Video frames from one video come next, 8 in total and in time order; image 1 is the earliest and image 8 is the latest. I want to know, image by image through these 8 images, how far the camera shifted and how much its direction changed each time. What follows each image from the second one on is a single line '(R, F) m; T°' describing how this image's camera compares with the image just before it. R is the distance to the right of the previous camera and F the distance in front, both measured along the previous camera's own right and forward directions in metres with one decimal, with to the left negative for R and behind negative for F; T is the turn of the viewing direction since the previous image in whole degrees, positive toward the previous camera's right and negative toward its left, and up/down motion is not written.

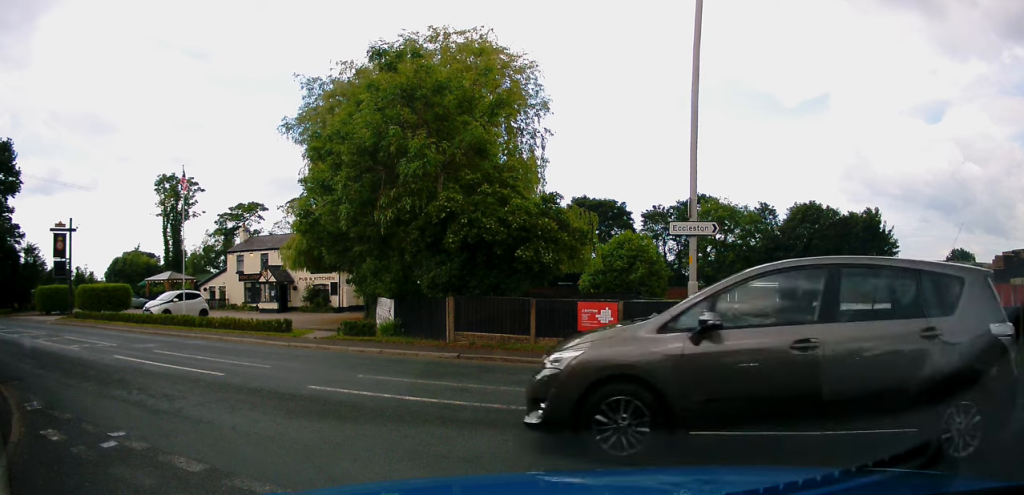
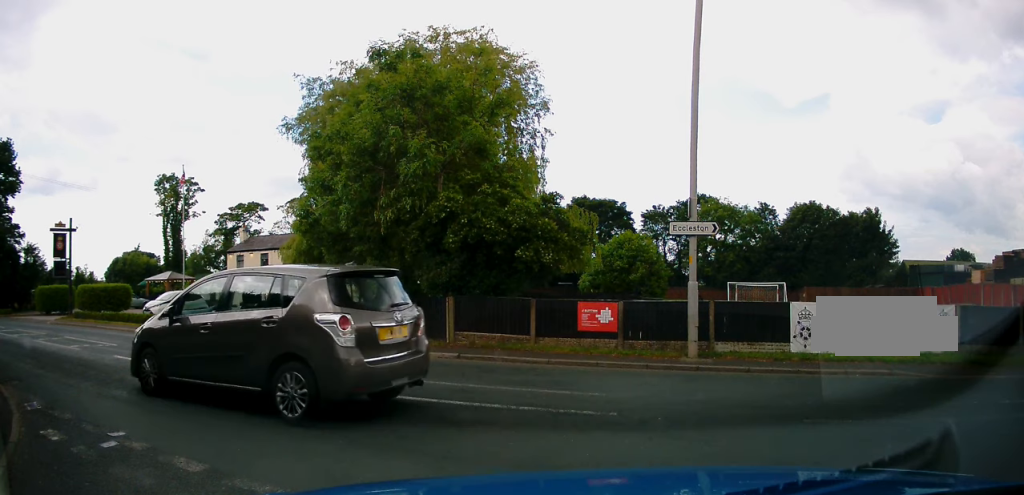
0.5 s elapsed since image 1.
(0.0, 0.0) m; 0°
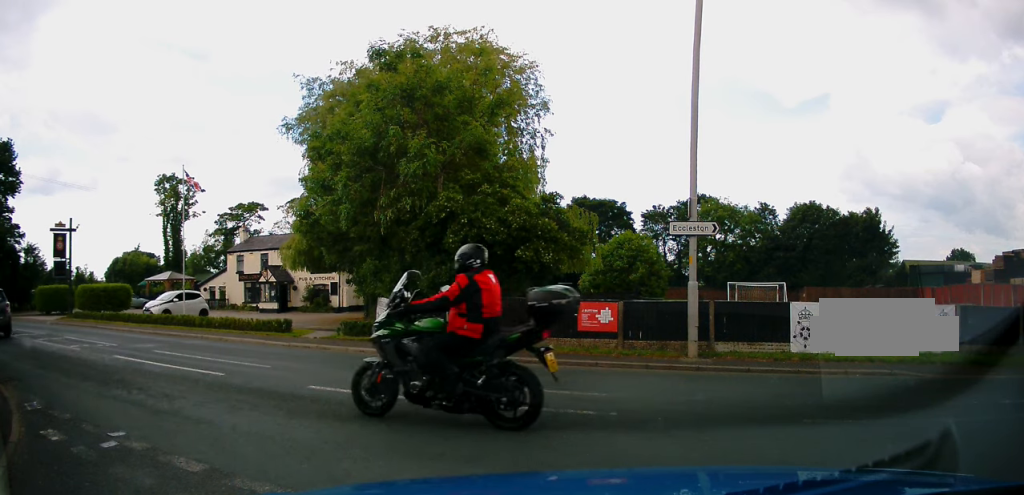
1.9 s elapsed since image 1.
(0.0, 0.0) m; 0°
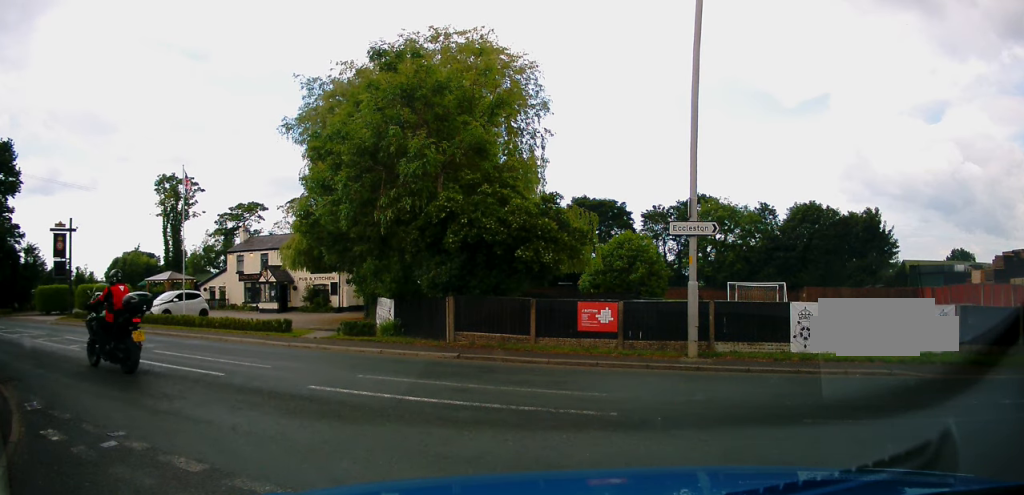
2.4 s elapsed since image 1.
(0.0, 0.0) m; 0°
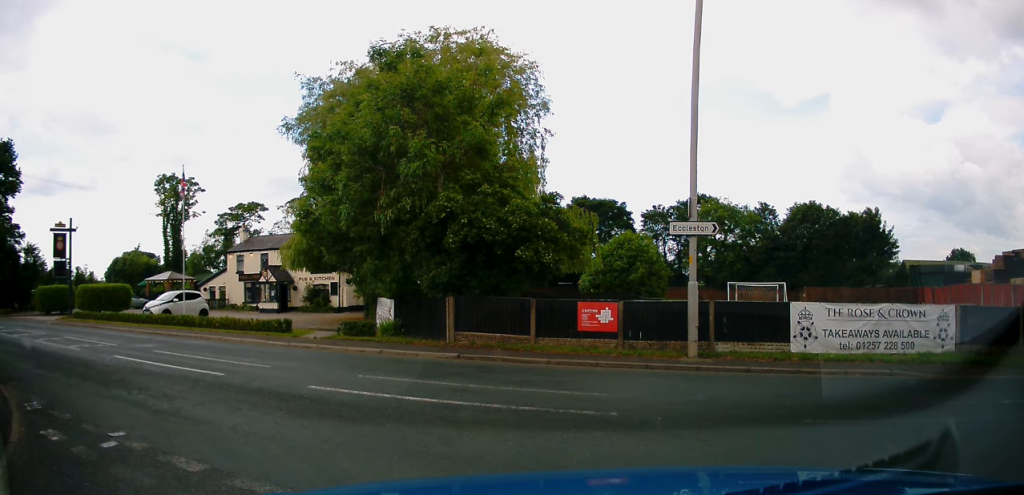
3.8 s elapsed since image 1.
(0.0, 0.0) m; 0°
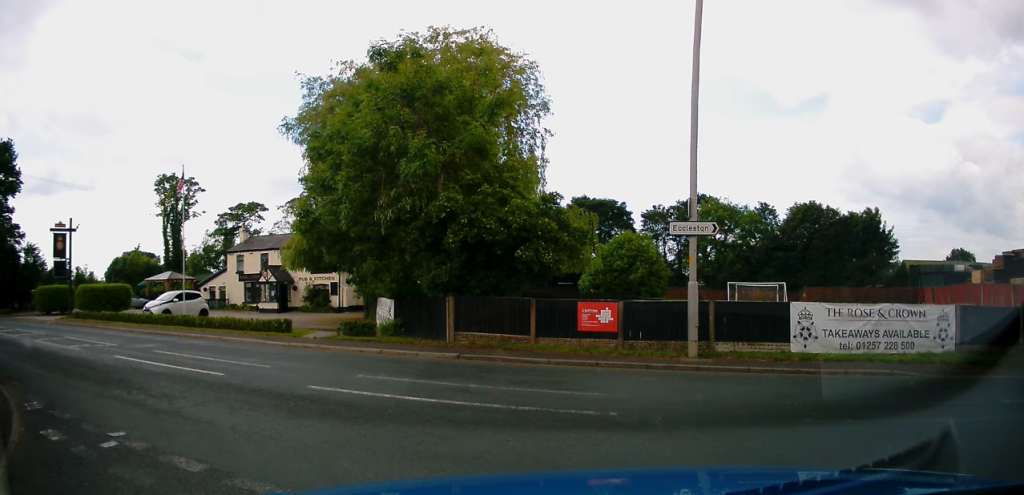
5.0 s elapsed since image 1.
(0.0, 0.0) m; 0°
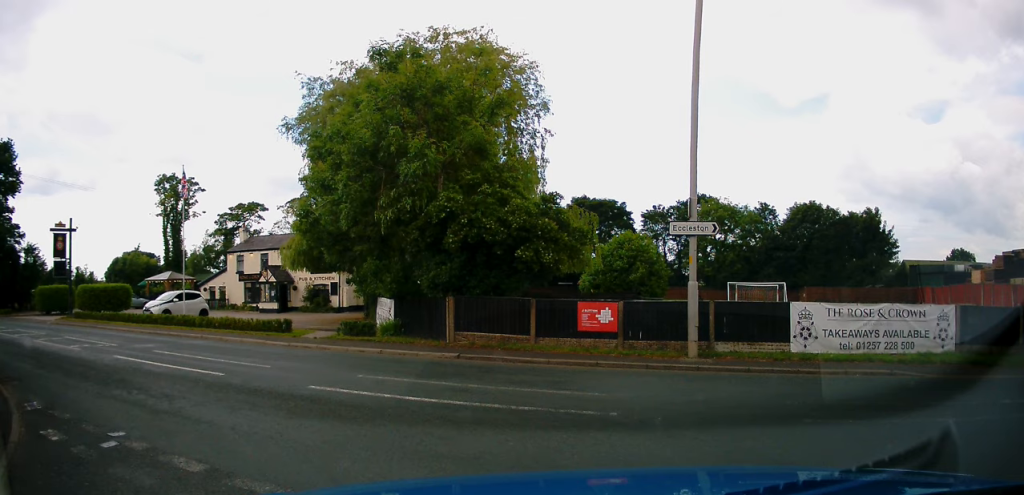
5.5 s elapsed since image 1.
(0.0, 0.0) m; 0°
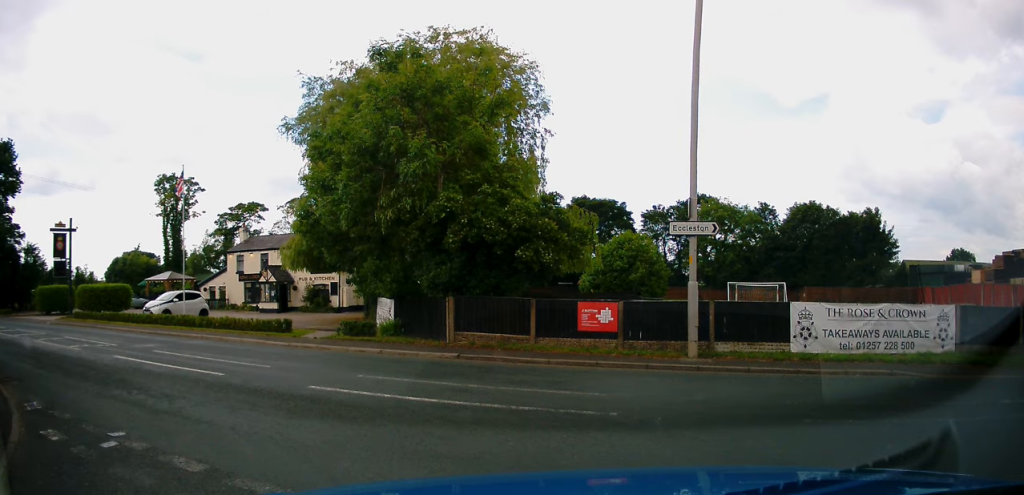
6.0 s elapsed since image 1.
(0.0, 0.0) m; 0°
